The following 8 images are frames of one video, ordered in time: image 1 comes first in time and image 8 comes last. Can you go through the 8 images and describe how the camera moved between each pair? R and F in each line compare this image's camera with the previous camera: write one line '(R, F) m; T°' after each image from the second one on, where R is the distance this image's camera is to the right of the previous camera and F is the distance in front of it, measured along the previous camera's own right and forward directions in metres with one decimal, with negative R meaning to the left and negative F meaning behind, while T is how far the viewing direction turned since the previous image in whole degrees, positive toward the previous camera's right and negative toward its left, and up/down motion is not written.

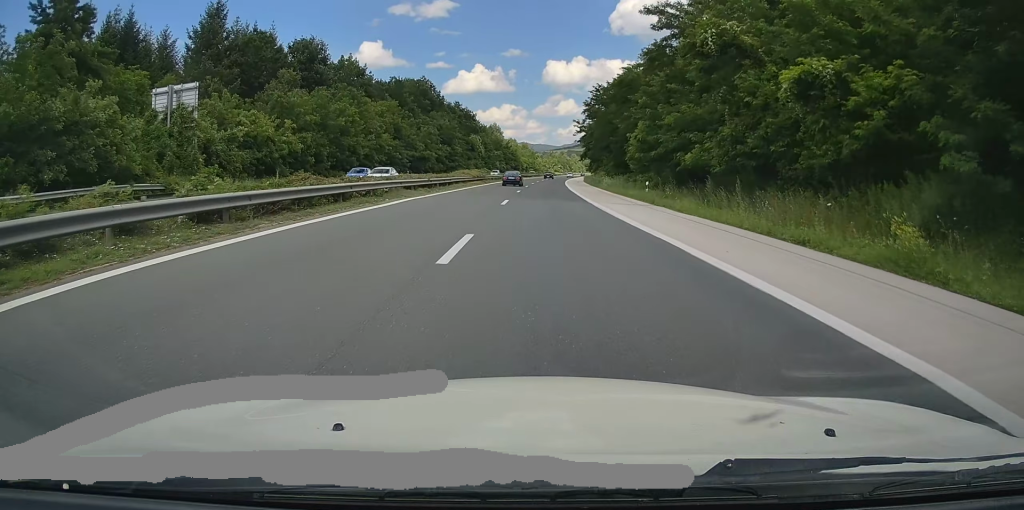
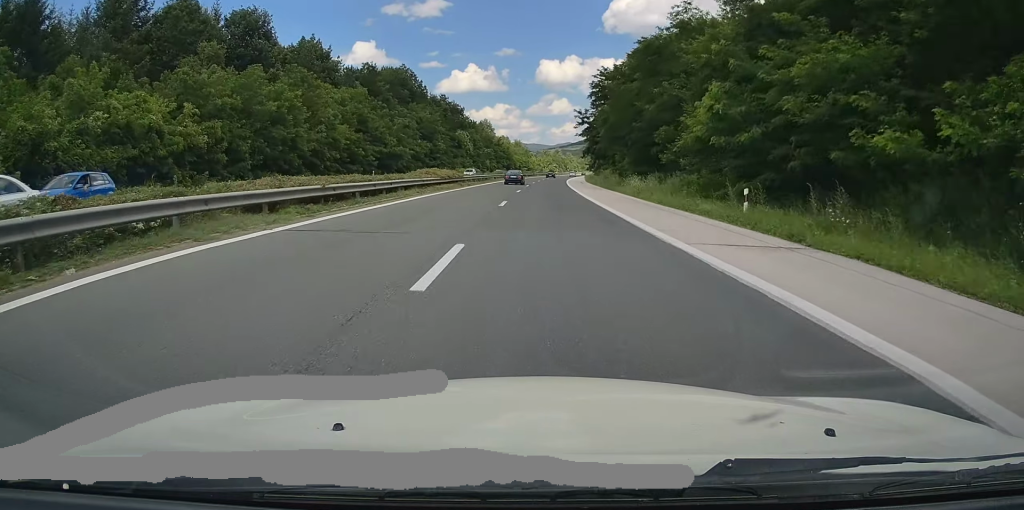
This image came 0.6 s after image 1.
(-0.1, +18.1) m; +1°
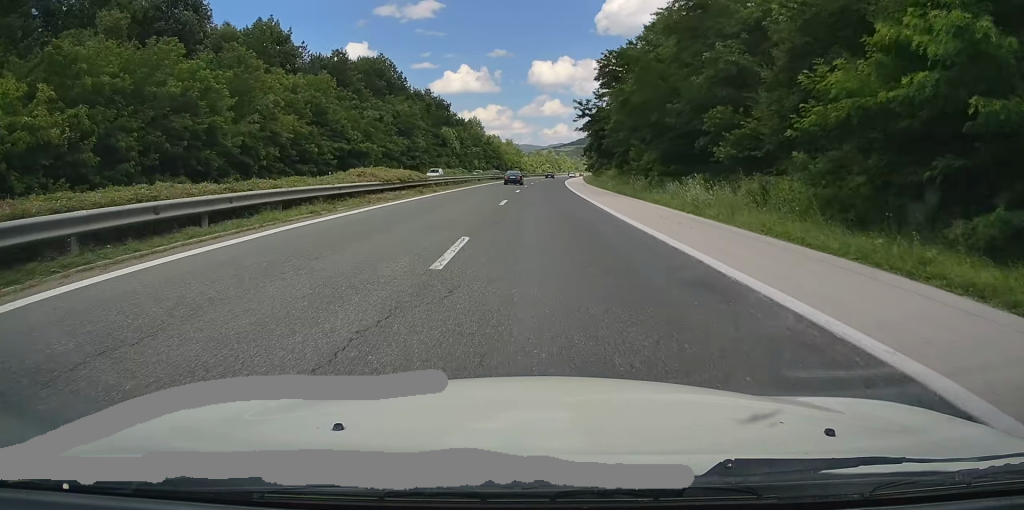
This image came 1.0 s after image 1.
(+0.2, +14.9) m; 0°
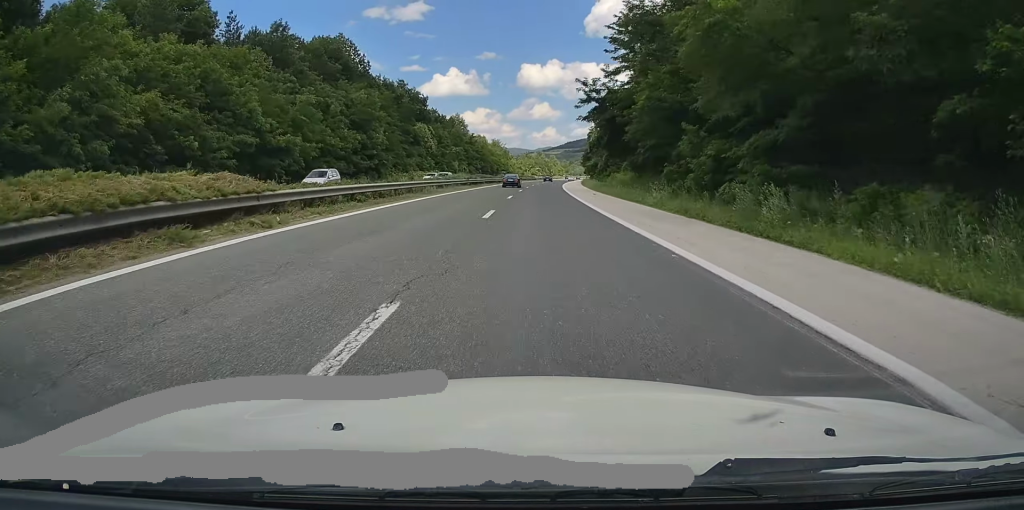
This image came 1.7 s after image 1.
(+0.4, +22.3) m; +1°
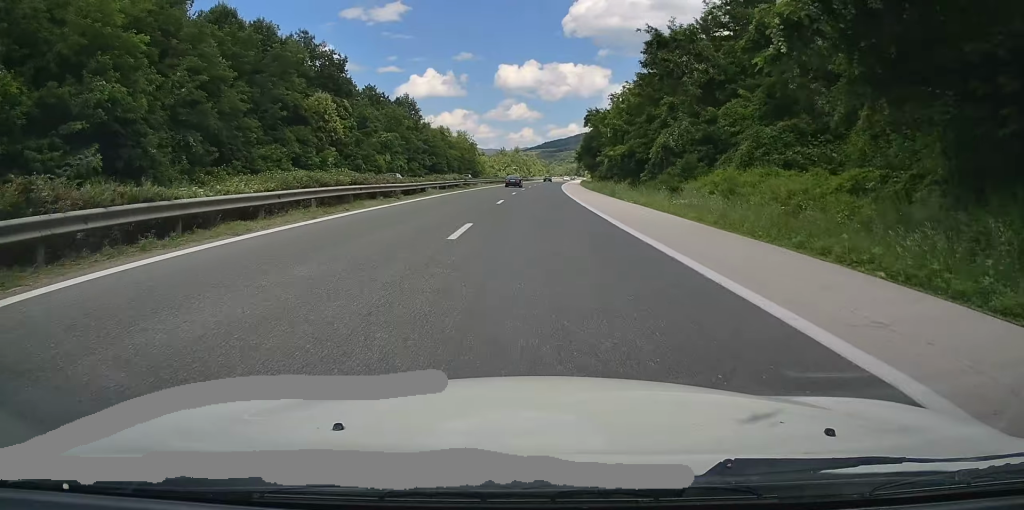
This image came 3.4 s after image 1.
(+0.6, +54.4) m; +3°
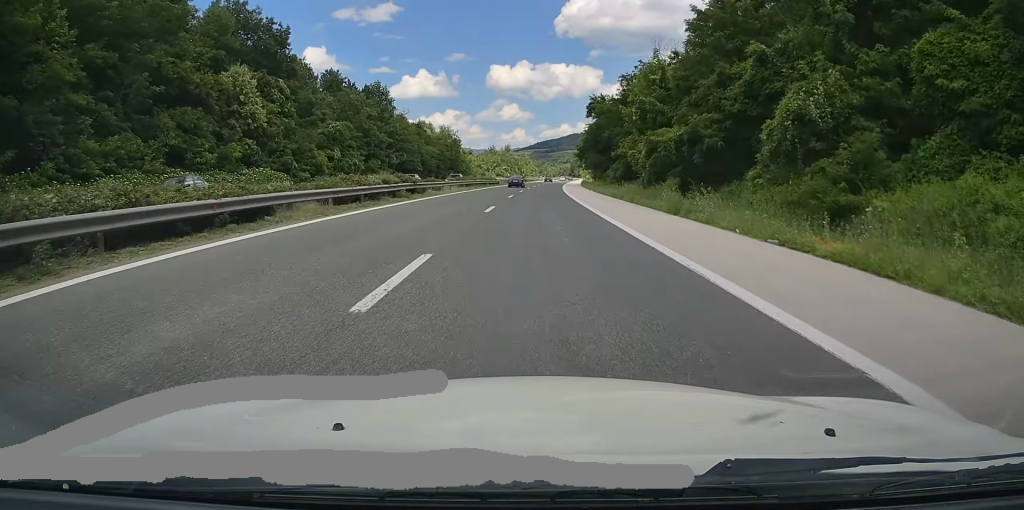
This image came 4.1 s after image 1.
(+0.3, +22.4) m; +1°
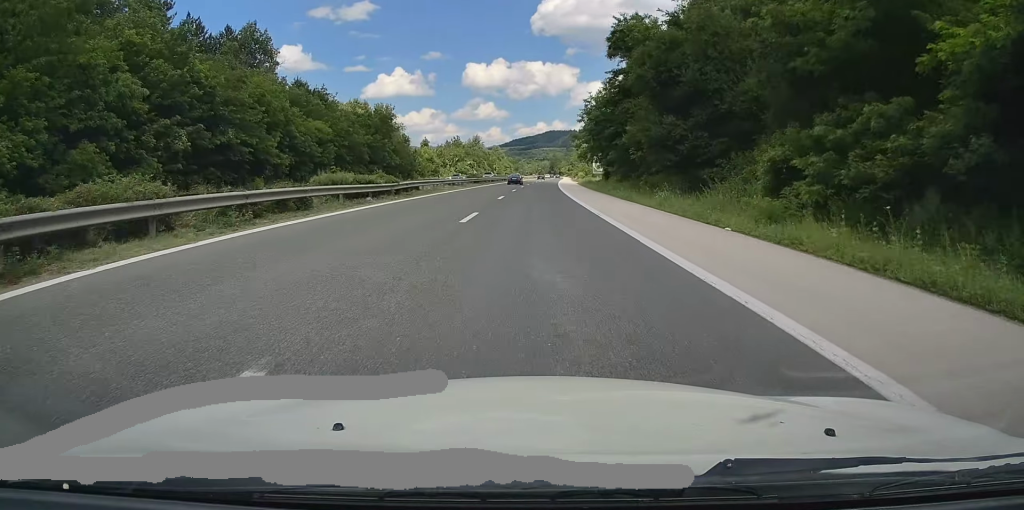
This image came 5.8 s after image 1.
(+0.5, +53.8) m; +1°
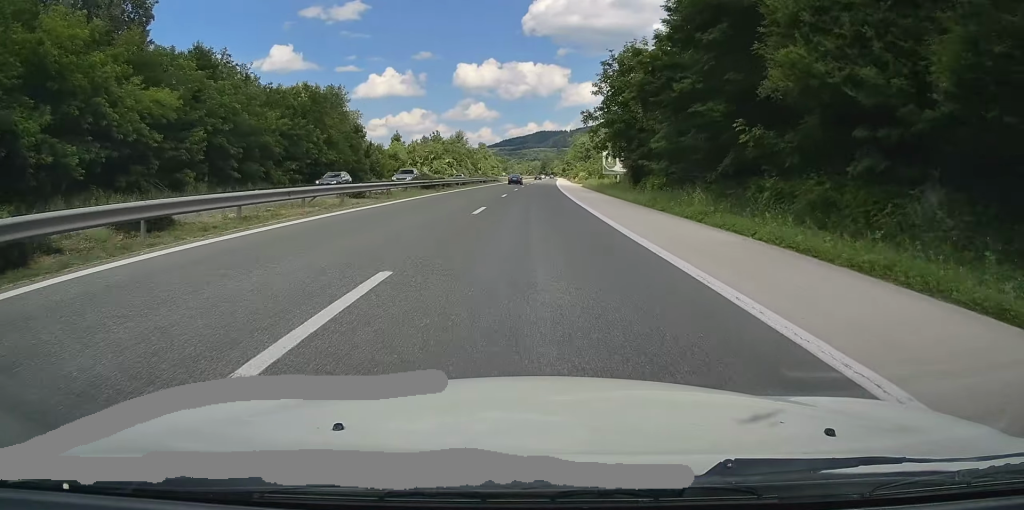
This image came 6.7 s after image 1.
(+0.4, +28.3) m; +1°
